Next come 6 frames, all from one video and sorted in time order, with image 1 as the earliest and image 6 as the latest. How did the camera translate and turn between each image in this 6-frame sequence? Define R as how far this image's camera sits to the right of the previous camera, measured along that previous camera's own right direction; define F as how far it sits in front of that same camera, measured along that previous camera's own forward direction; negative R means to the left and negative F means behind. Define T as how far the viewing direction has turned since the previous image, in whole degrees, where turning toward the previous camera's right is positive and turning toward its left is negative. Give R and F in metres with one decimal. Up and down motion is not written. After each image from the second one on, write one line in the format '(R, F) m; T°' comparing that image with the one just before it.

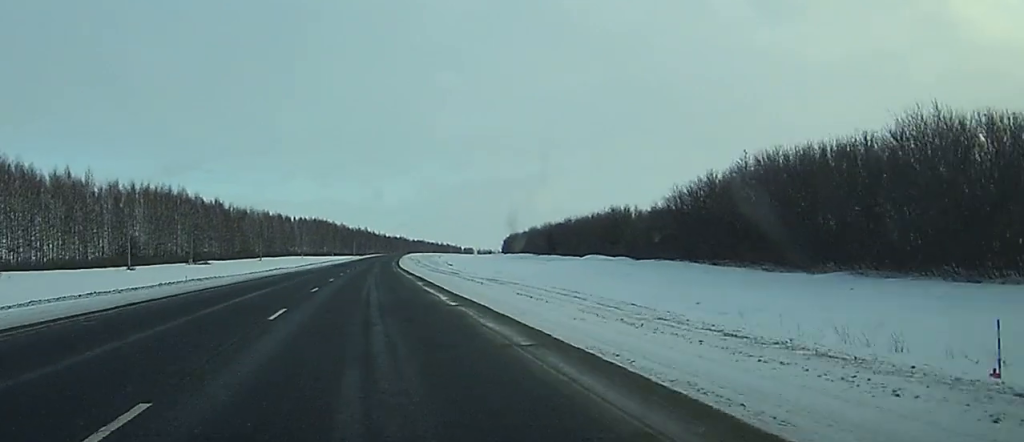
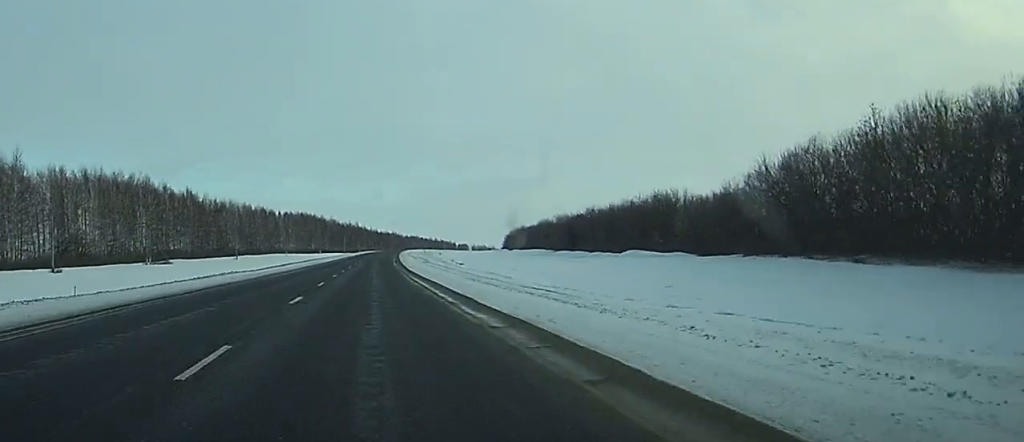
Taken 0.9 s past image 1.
(+0.2, +32.2) m; +1°
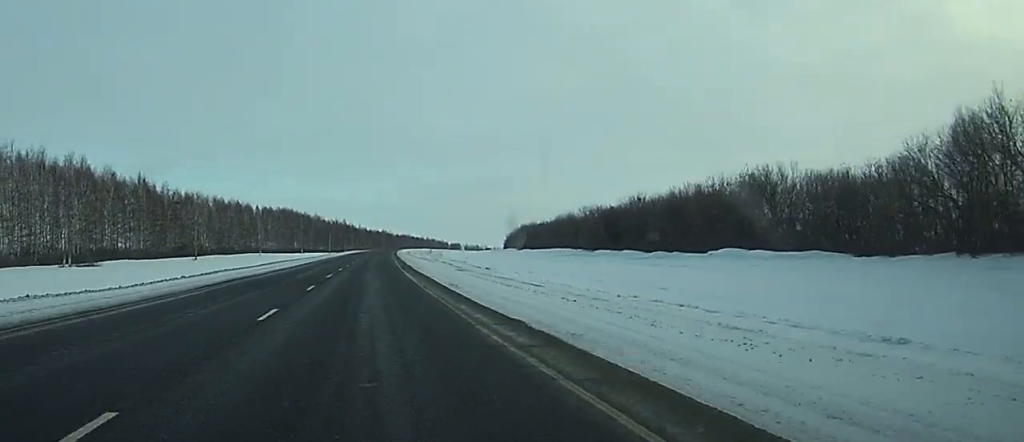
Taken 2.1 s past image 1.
(+0.1, +41.8) m; 0°
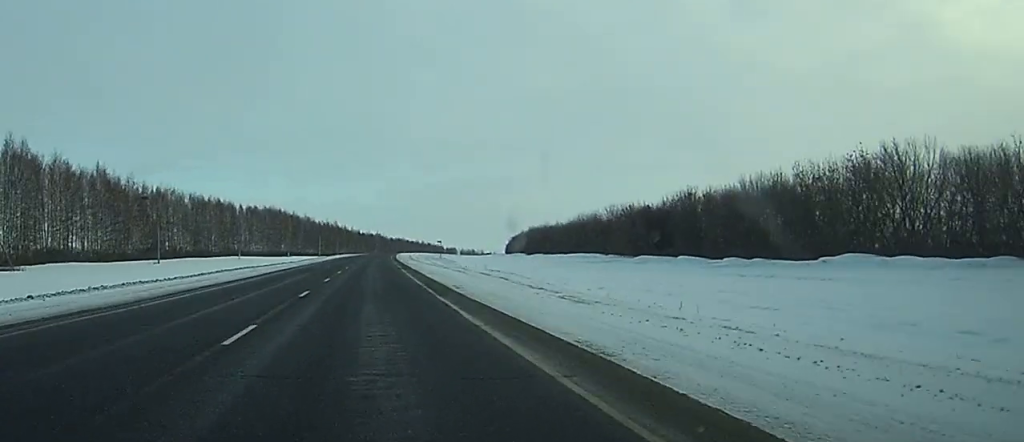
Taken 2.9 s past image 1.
(0.0, +28.6) m; +1°
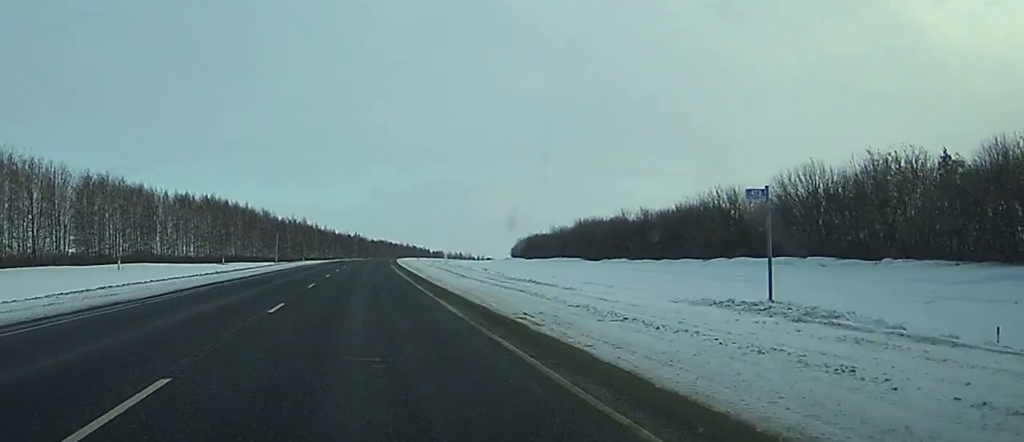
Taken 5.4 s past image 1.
(+1.1, +92.0) m; +1°
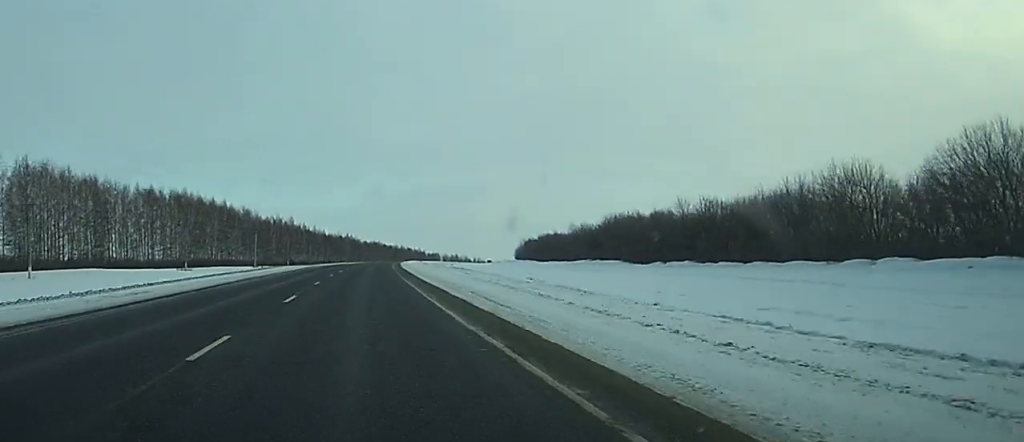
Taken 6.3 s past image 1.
(+0.1, +32.3) m; +1°
